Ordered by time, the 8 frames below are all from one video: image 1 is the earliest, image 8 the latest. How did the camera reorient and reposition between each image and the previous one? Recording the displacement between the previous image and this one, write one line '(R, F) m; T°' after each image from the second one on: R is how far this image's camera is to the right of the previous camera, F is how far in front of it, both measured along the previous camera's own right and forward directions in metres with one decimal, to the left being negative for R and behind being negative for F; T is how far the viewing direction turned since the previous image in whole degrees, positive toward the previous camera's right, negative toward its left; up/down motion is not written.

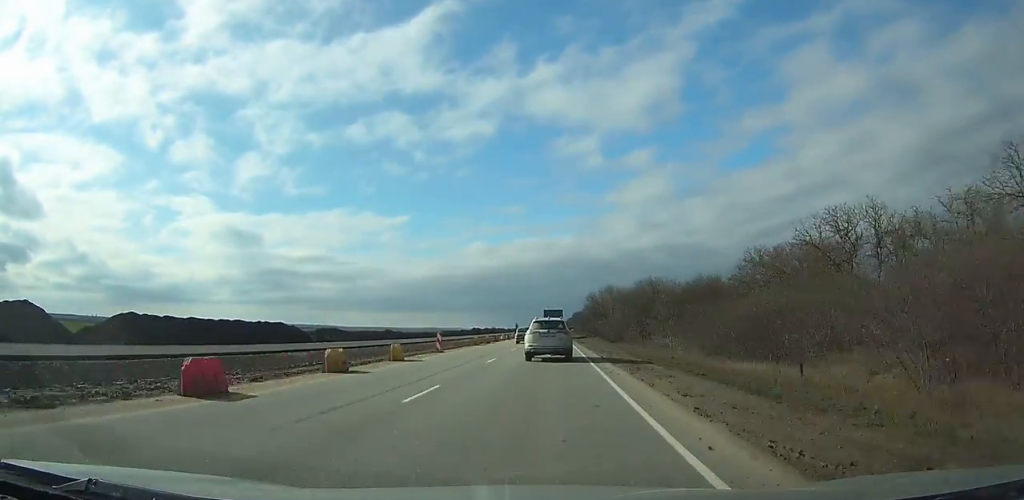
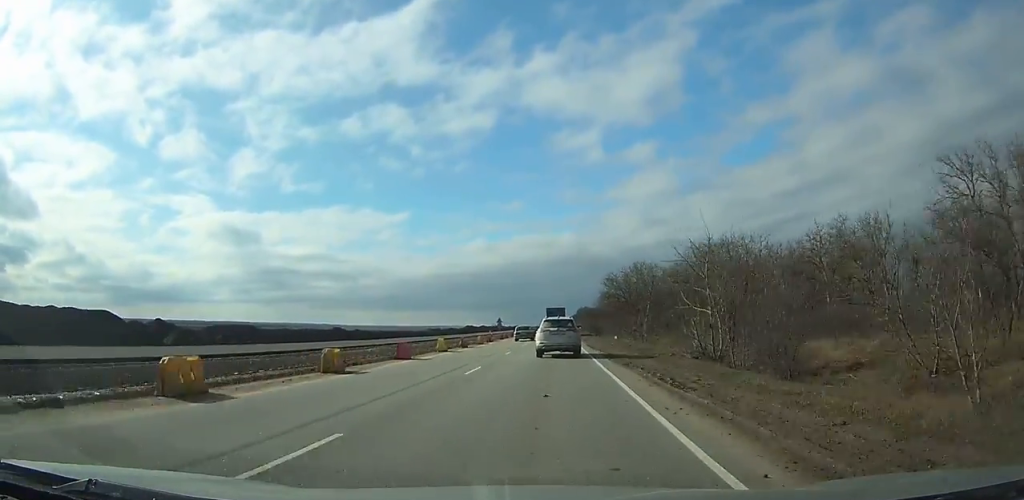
(-0.1, +42.1) m; 0°
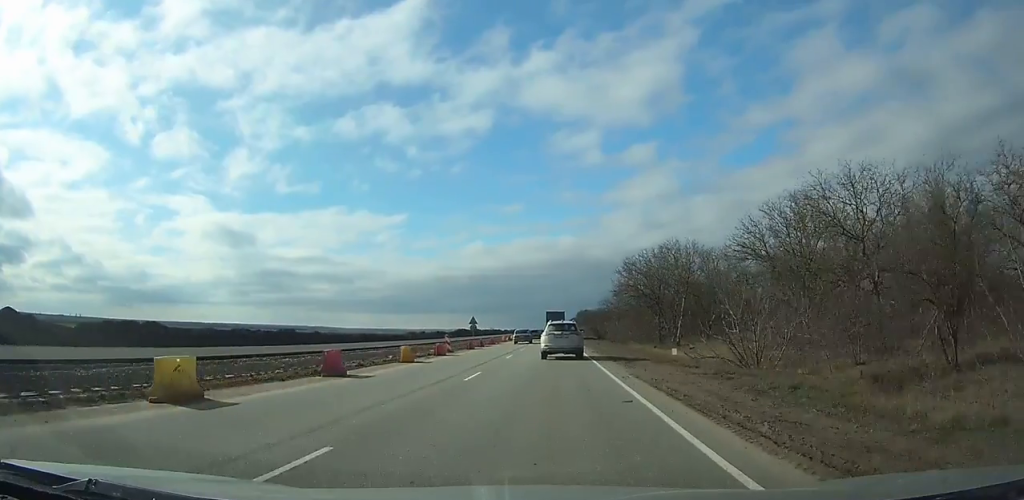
(0.0, +24.8) m; 0°
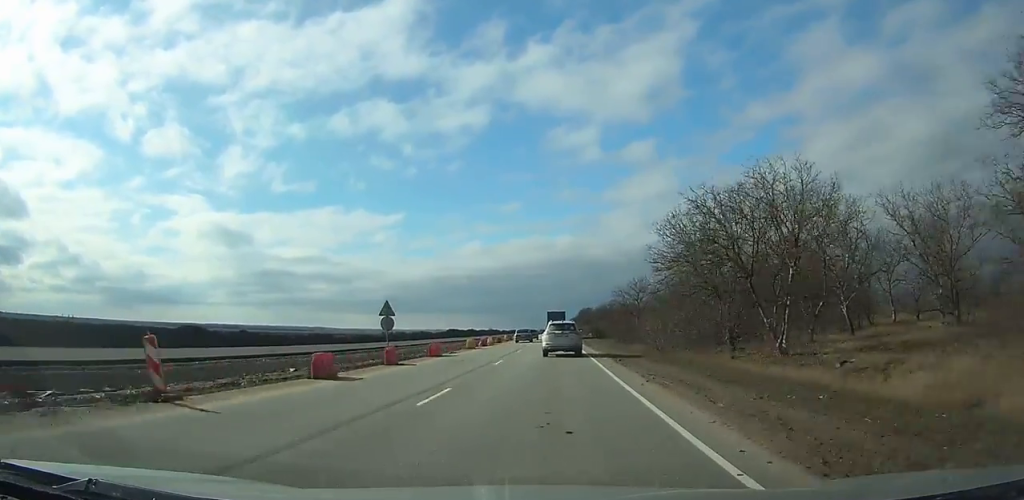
(+0.1, +29.3) m; 0°
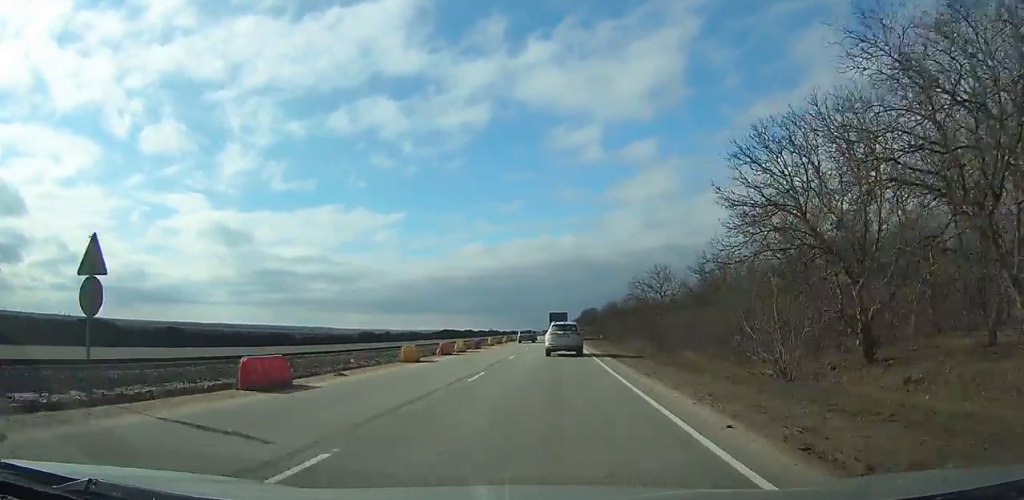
(-0.1, +19.3) m; 0°
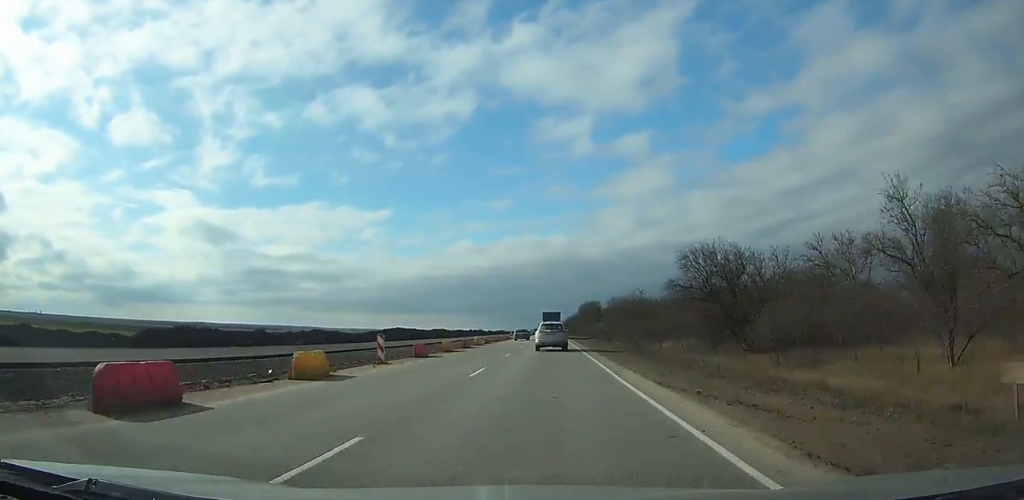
(+0.1, +70.8) m; 0°
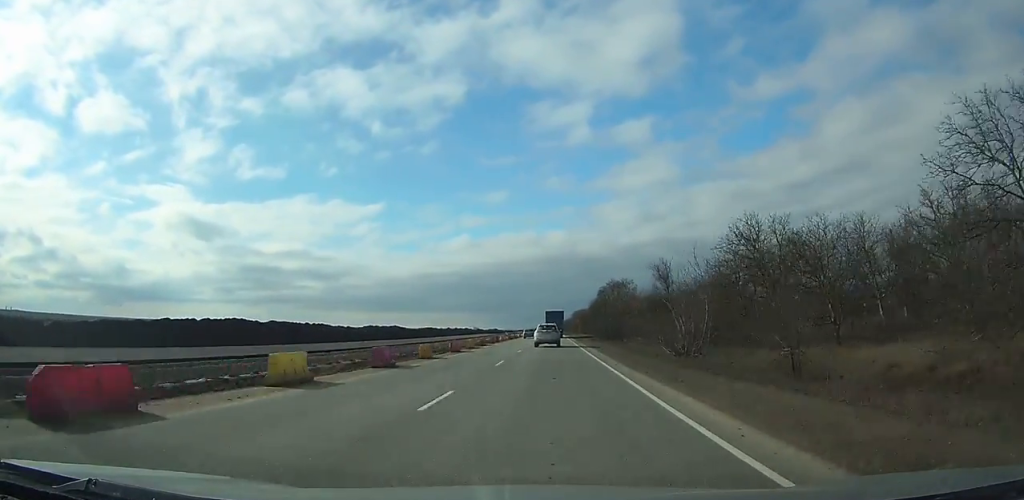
(-0.1, +102.4) m; 0°
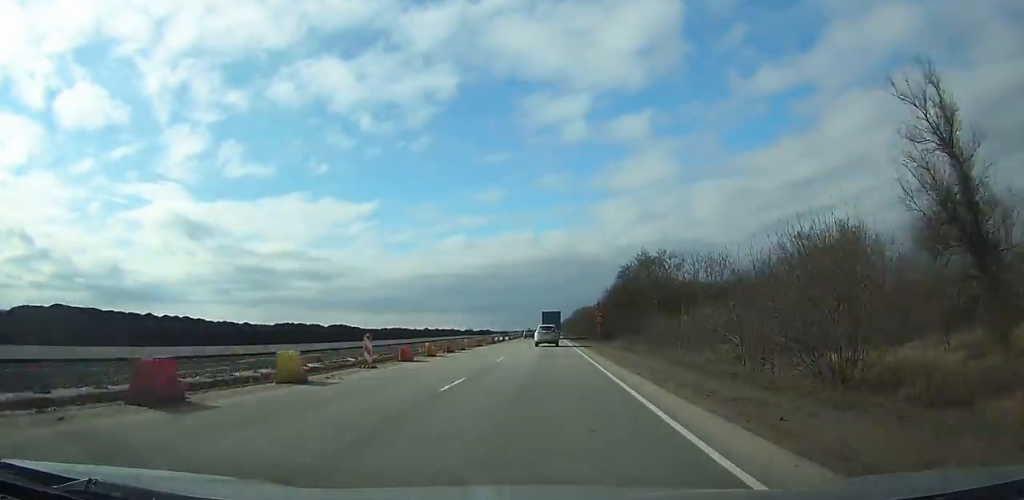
(+0.1, +57.2) m; 0°
